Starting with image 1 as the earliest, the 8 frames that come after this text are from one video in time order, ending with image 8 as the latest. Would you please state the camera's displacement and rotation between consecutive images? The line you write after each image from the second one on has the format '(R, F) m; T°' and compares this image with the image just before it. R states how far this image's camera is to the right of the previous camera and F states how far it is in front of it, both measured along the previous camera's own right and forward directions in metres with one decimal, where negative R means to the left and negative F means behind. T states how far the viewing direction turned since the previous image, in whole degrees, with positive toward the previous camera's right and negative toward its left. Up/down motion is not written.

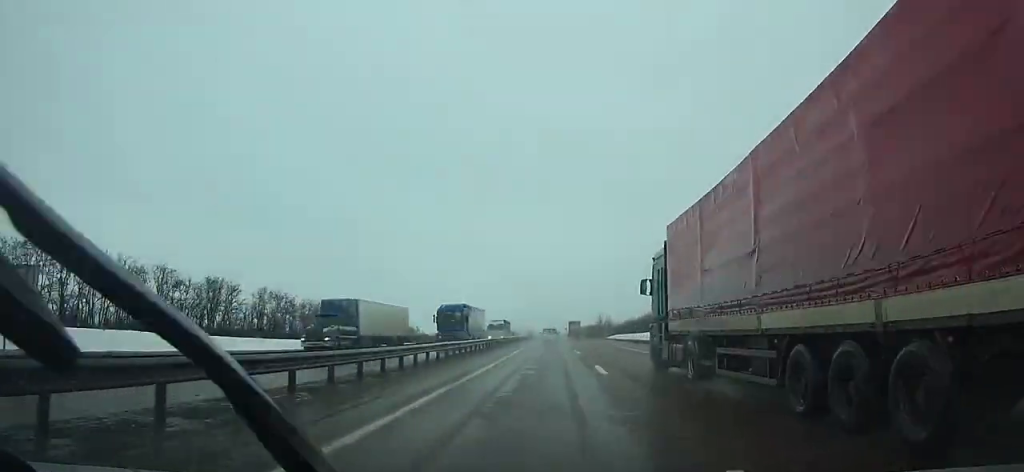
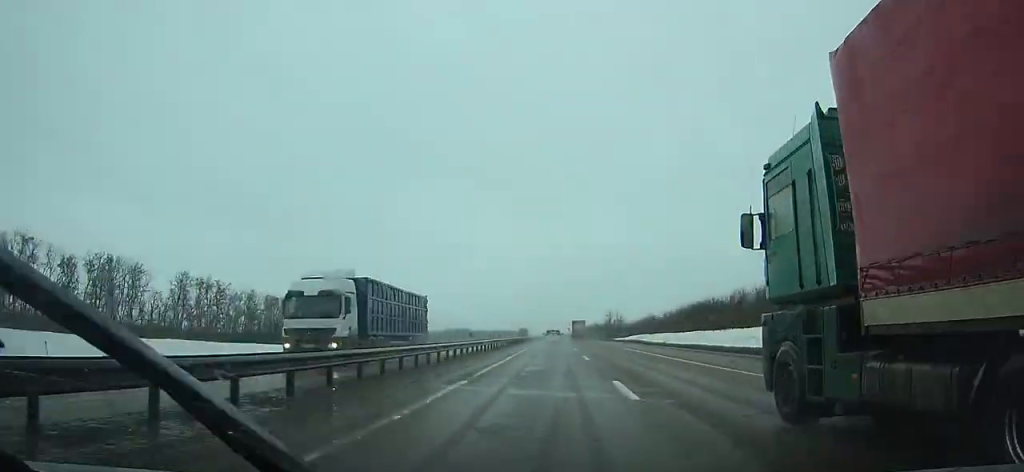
(0.0, +38.7) m; 0°
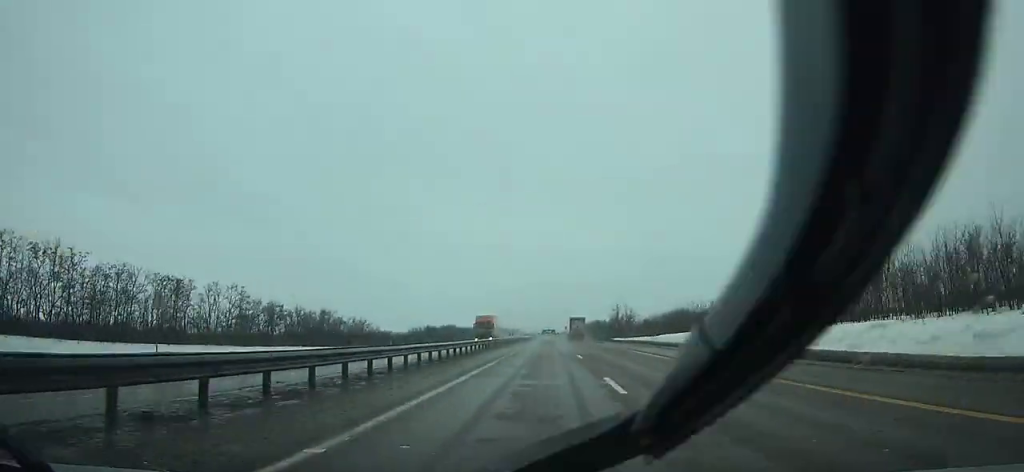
(0.0, +46.8) m; 0°
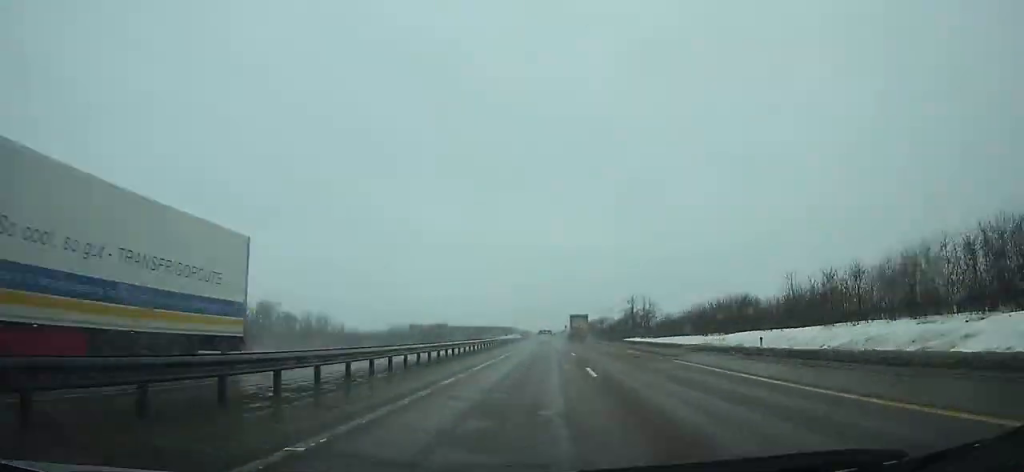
(+0.1, +42.5) m; 0°
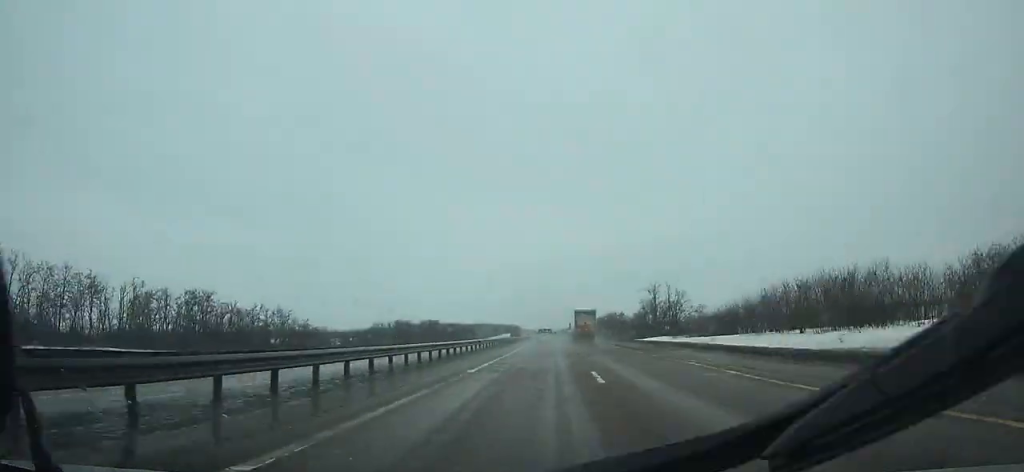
(0.0, +34.9) m; 0°
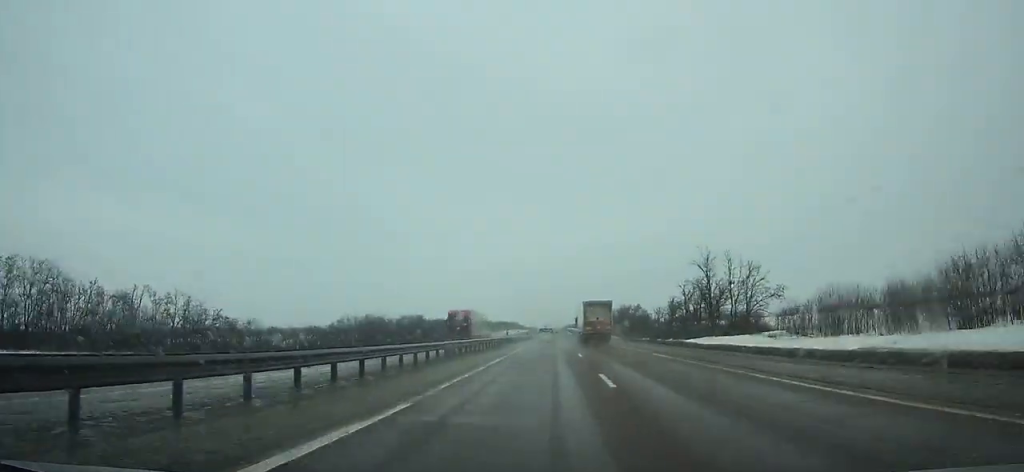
(-0.3, +49.3) m; 0°
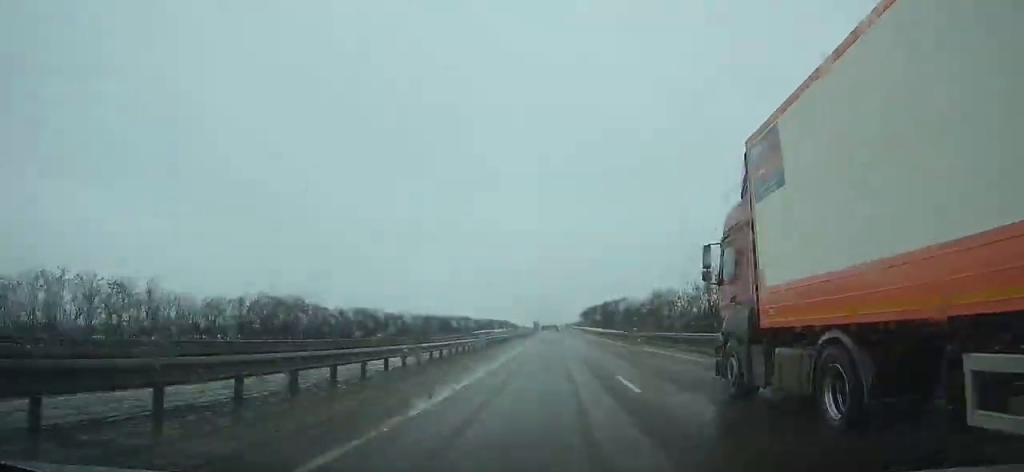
(+0.4, +160.2) m; 0°
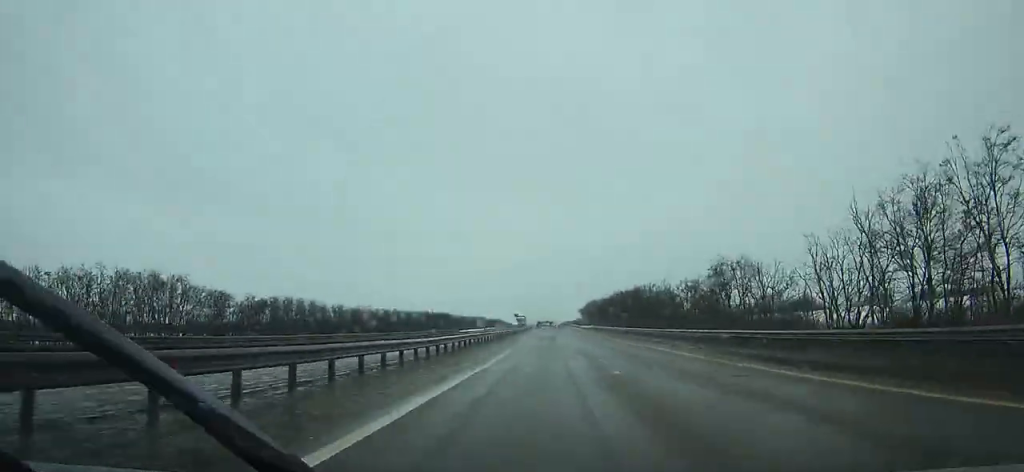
(+0.2, +60.2) m; +1°
